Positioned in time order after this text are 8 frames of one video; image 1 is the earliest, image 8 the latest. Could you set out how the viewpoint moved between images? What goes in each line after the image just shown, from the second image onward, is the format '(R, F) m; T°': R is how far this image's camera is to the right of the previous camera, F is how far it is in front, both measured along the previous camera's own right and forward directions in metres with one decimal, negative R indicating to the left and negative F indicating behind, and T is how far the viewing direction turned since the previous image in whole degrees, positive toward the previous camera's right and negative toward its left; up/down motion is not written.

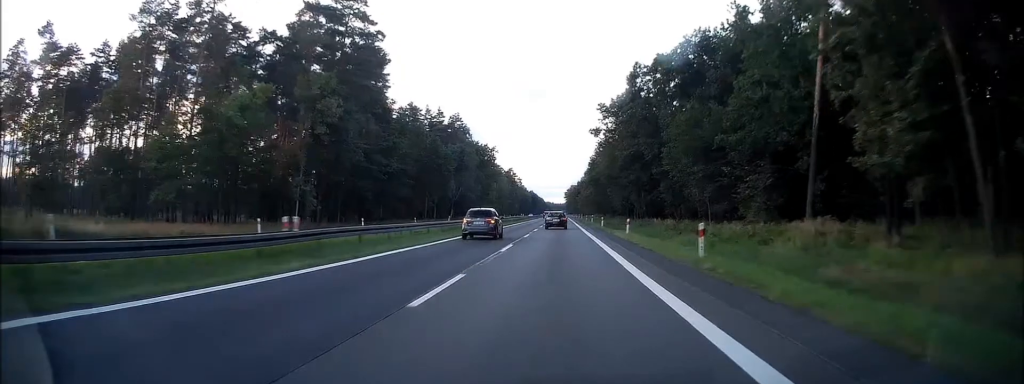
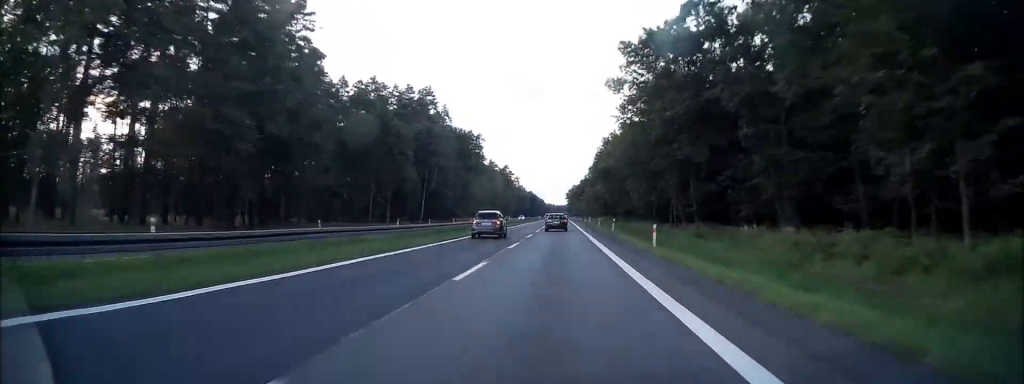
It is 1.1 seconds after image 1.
(-0.1, +32.5) m; 0°
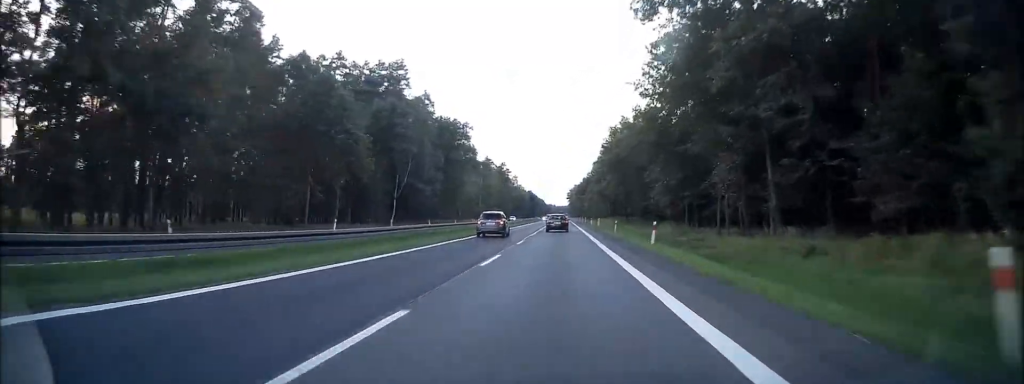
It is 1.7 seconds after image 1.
(0.0, +20.3) m; 0°
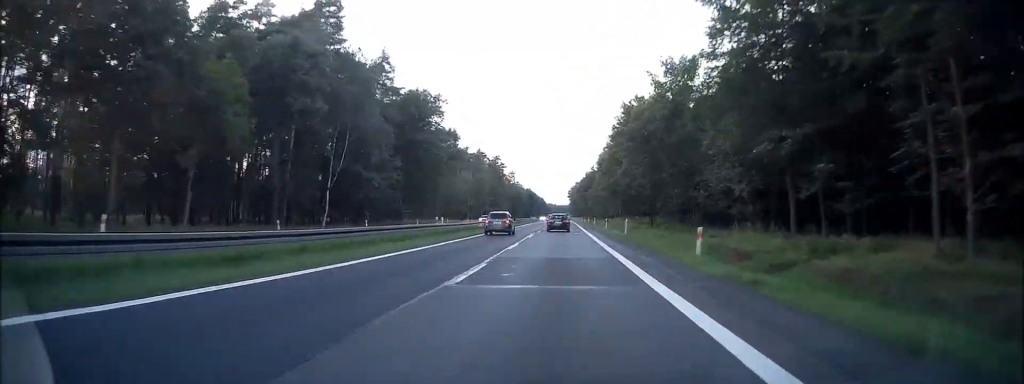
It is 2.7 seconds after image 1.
(+0.1, +28.5) m; 0°
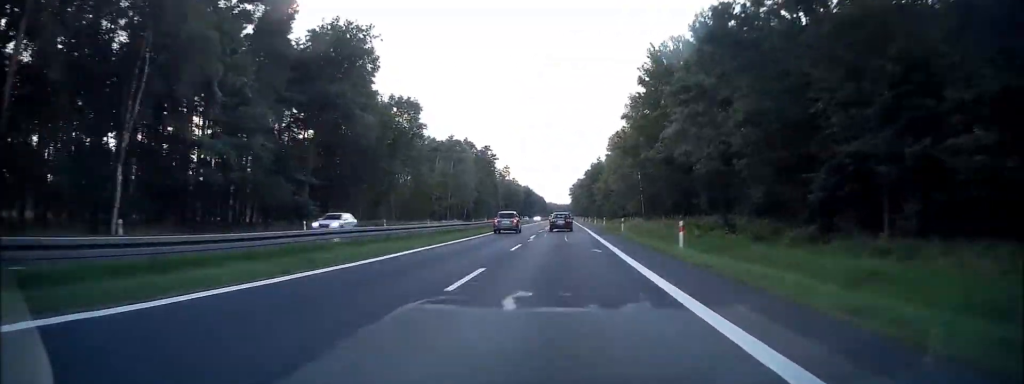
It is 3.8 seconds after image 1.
(-0.2, +35.9) m; 0°
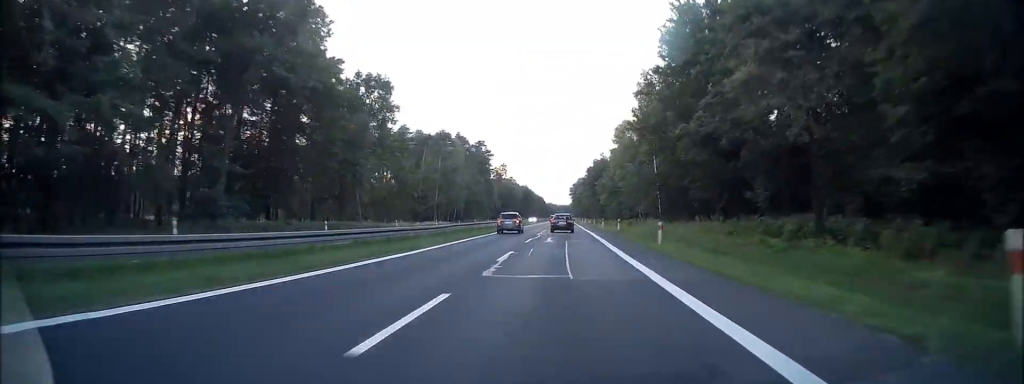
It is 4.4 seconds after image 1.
(0.0, +16.4) m; 0°
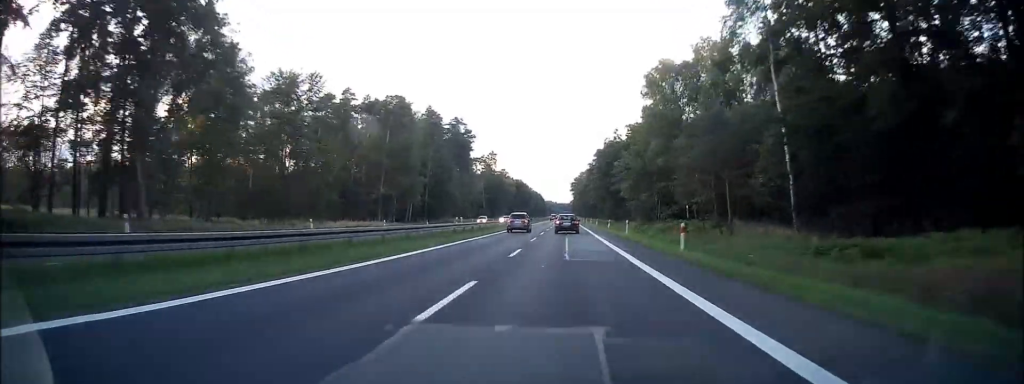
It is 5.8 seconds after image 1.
(-0.1, +45.3) m; 0°
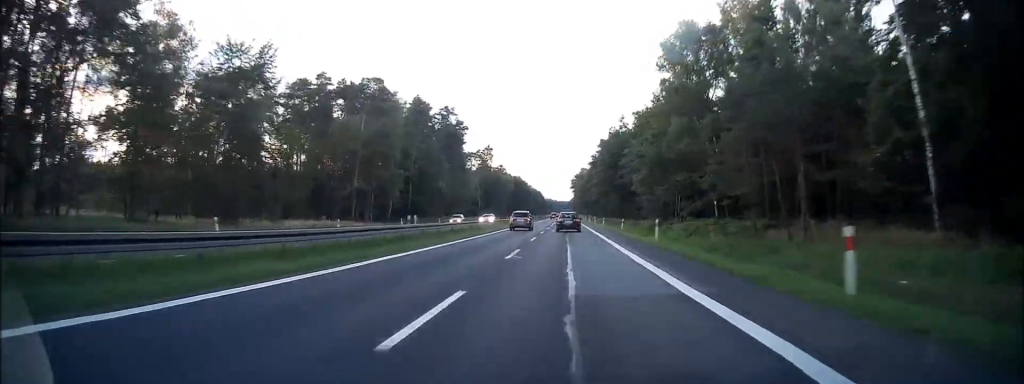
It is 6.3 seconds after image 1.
(0.0, +13.4) m; 0°
